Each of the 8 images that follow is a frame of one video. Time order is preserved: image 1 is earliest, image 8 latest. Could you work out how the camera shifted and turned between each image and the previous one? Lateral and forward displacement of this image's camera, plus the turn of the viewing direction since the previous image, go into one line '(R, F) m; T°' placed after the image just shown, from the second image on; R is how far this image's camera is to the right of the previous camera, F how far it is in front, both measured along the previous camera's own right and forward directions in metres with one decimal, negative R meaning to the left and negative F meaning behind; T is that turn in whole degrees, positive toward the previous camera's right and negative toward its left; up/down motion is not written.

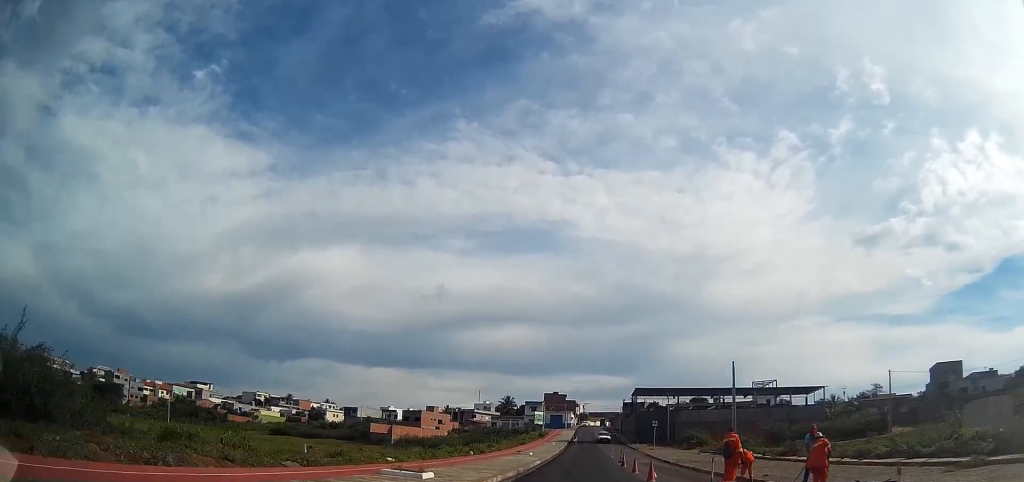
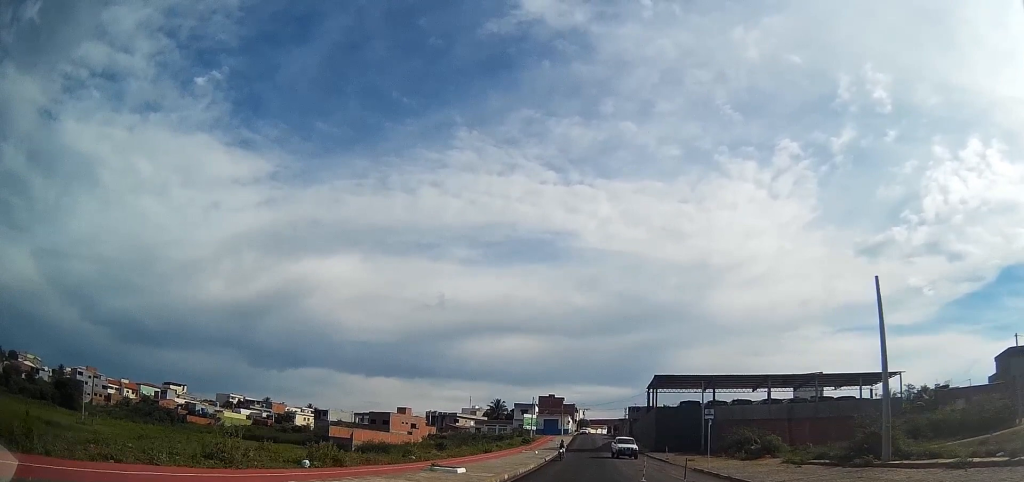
(+0.5, +27.8) m; +1°
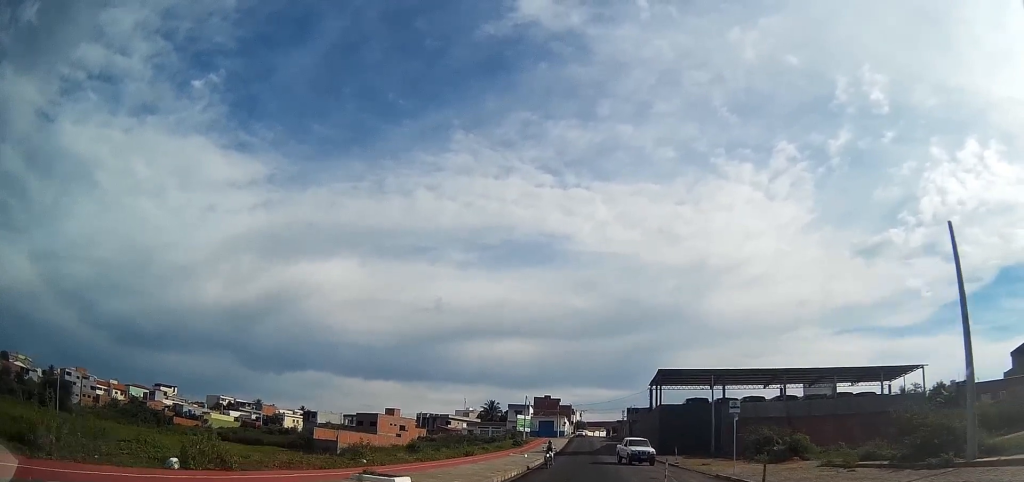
(-0.2, +6.2) m; 0°
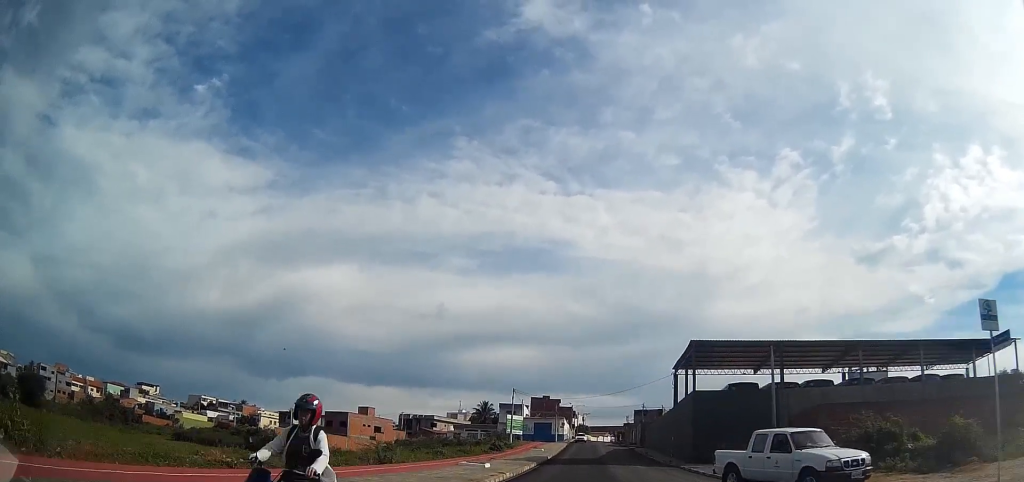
(+0.4, +19.2) m; +1°
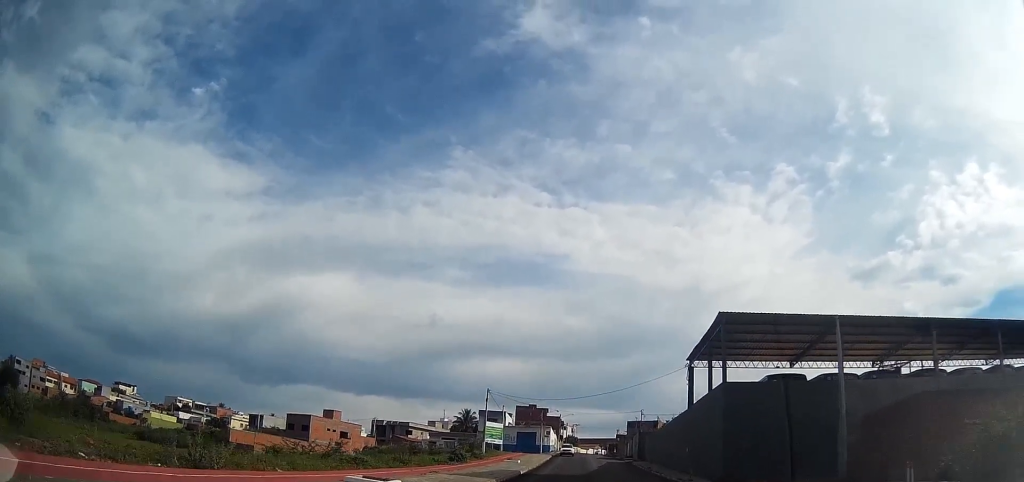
(-0.2, +12.1) m; 0°
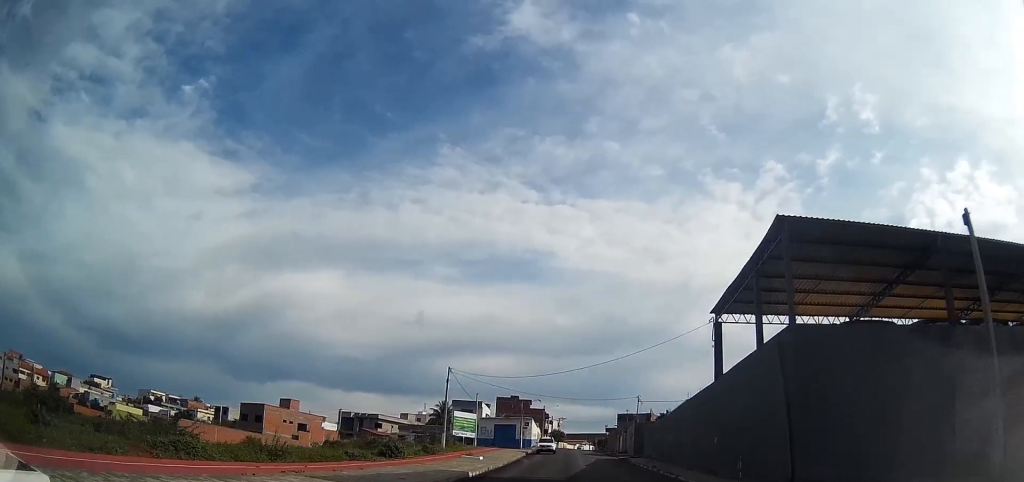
(+0.1, +11.8) m; +1°
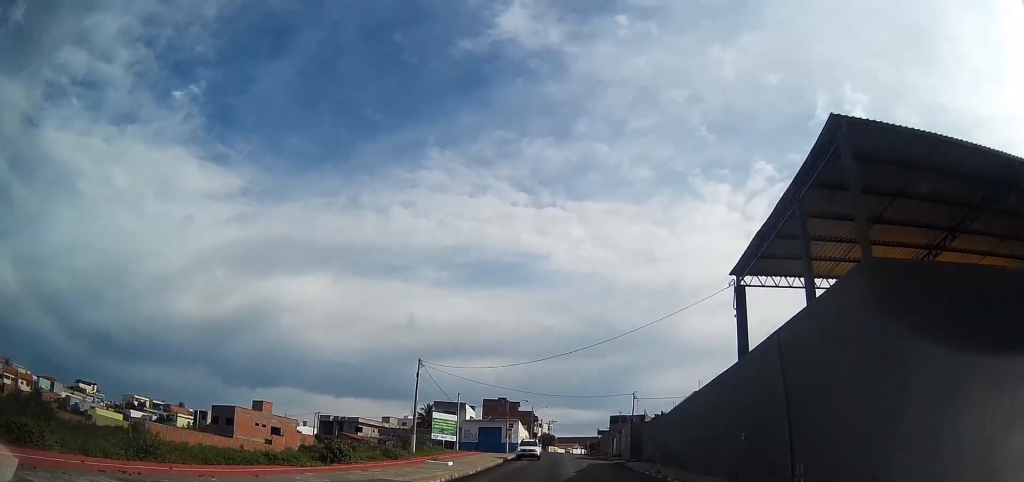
(+0.2, +6.4) m; 0°
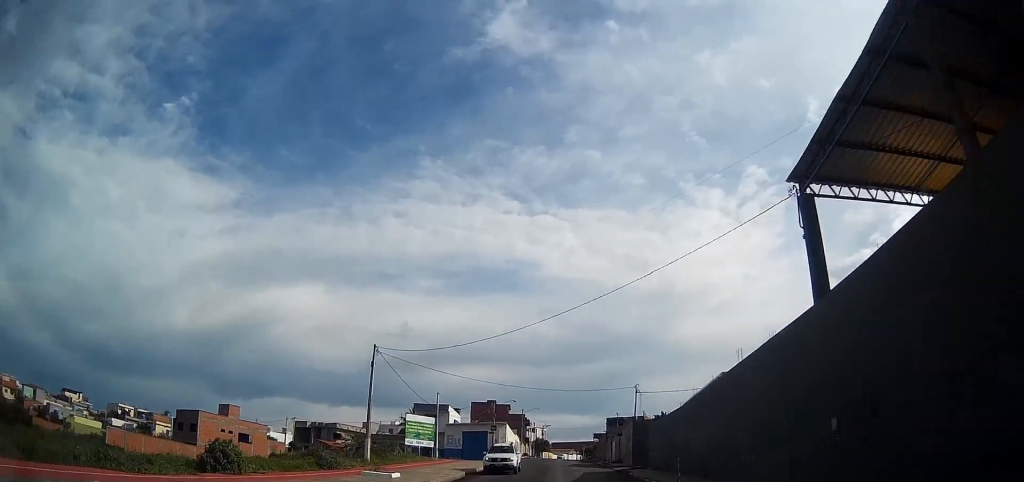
(-0.2, +8.4) m; 0°
